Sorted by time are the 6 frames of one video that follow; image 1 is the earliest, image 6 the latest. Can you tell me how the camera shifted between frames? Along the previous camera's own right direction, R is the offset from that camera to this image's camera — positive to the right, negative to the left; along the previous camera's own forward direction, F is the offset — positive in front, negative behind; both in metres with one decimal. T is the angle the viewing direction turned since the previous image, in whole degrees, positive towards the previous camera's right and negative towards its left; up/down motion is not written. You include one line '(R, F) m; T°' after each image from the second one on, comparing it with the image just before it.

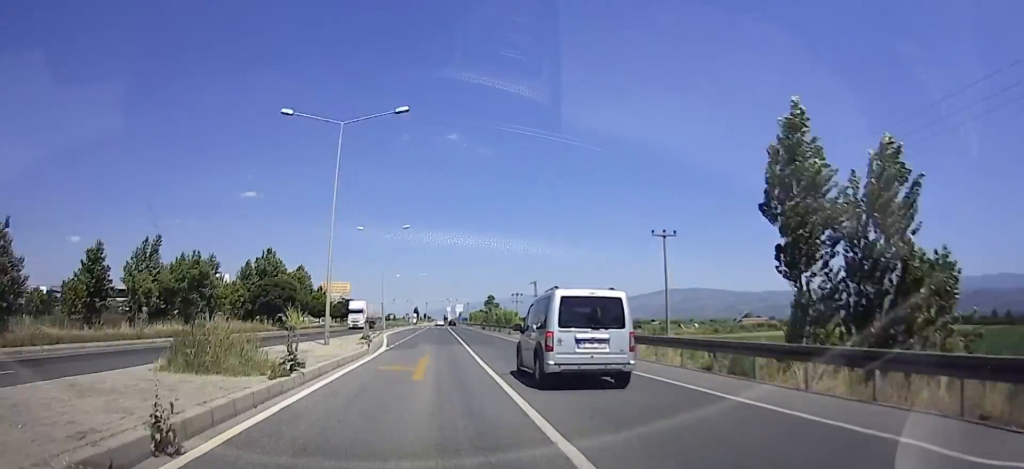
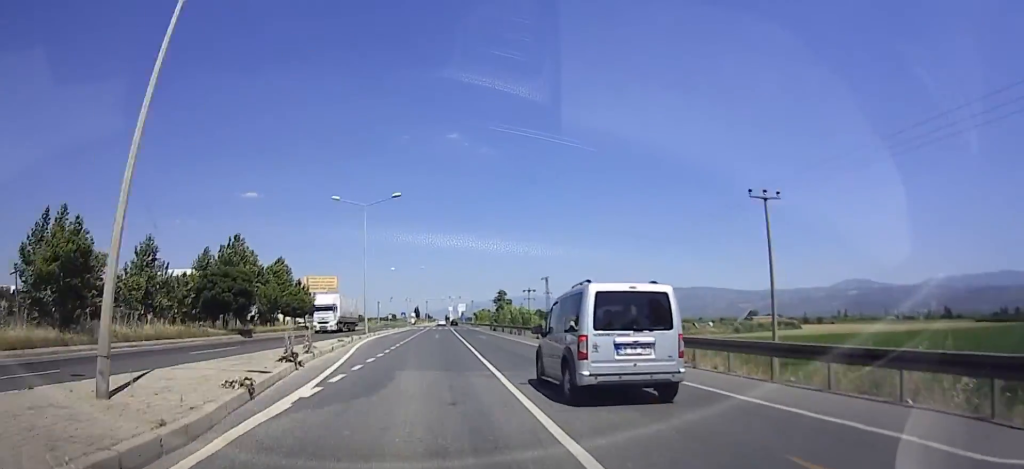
(0.0, +14.1) m; 0°
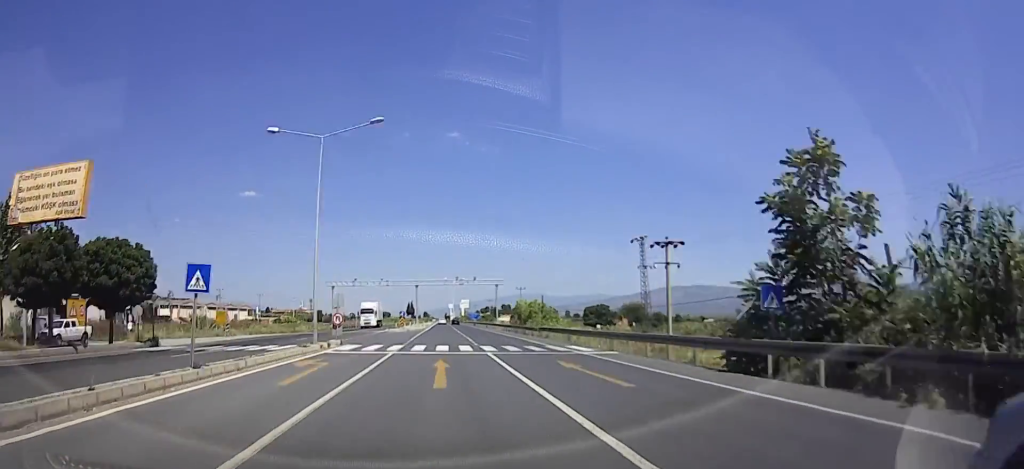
(+0.8, +65.3) m; +1°
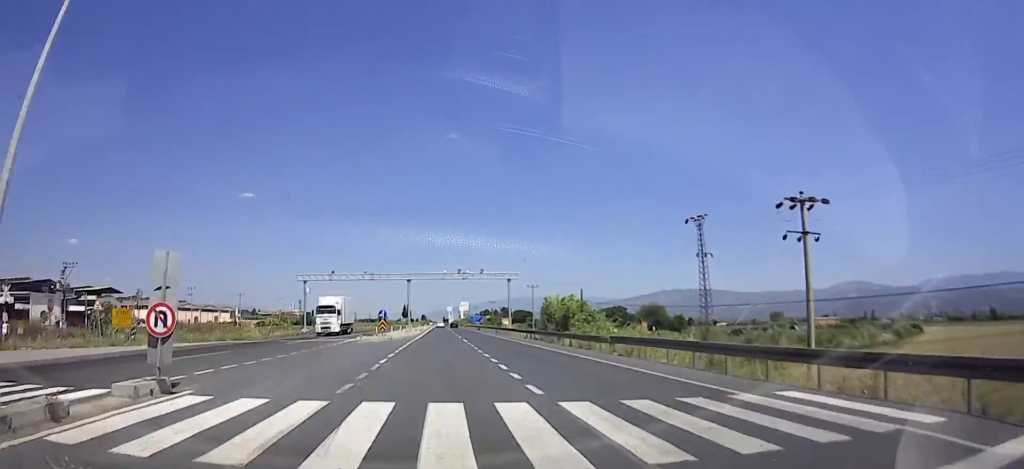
(0.0, +17.5) m; 0°
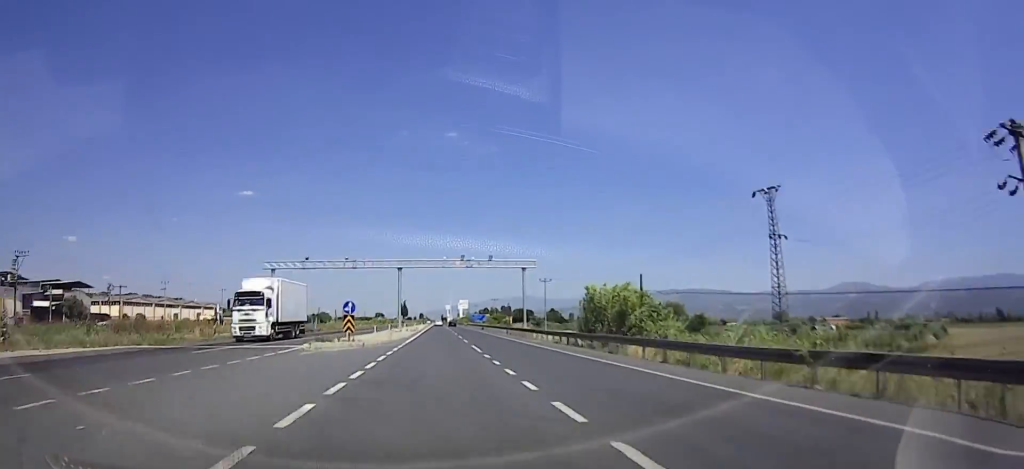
(0.0, +13.4) m; 0°
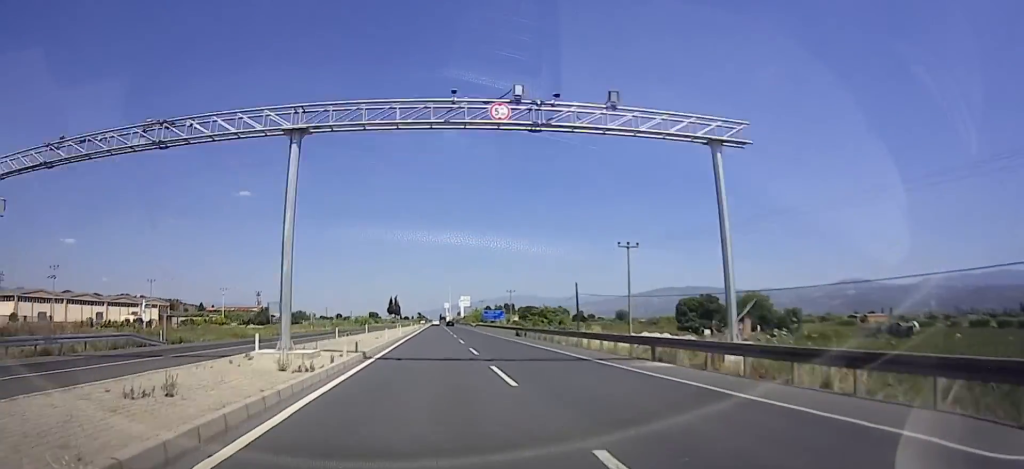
(0.0, +40.5) m; 0°
